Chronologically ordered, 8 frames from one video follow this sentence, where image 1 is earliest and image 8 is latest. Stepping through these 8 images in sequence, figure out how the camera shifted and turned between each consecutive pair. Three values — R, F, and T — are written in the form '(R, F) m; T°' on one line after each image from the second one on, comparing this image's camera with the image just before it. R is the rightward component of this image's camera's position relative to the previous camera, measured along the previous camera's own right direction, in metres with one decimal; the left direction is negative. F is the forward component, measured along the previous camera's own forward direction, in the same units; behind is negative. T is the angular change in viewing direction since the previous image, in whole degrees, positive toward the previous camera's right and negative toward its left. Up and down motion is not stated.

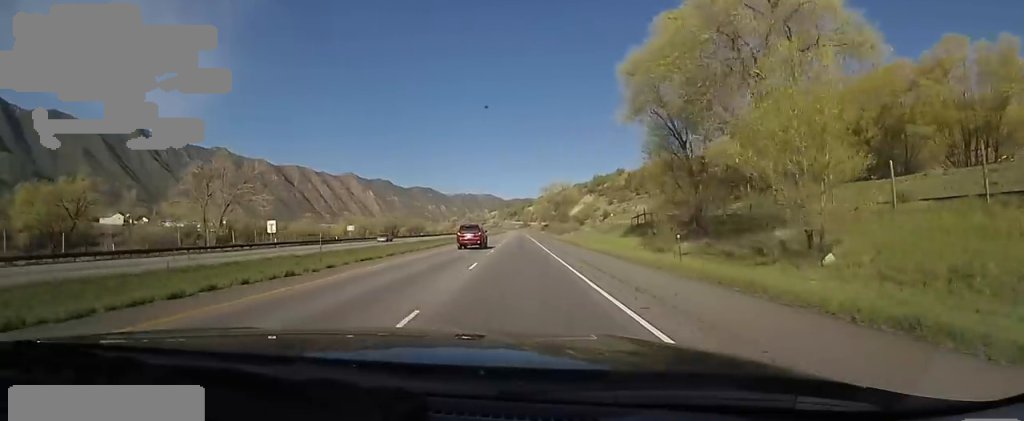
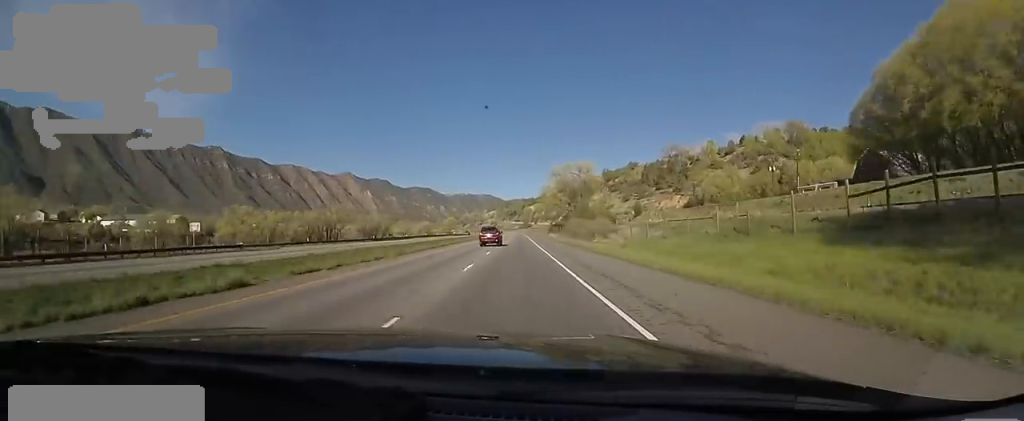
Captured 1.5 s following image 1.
(-0.5, +47.8) m; 0°
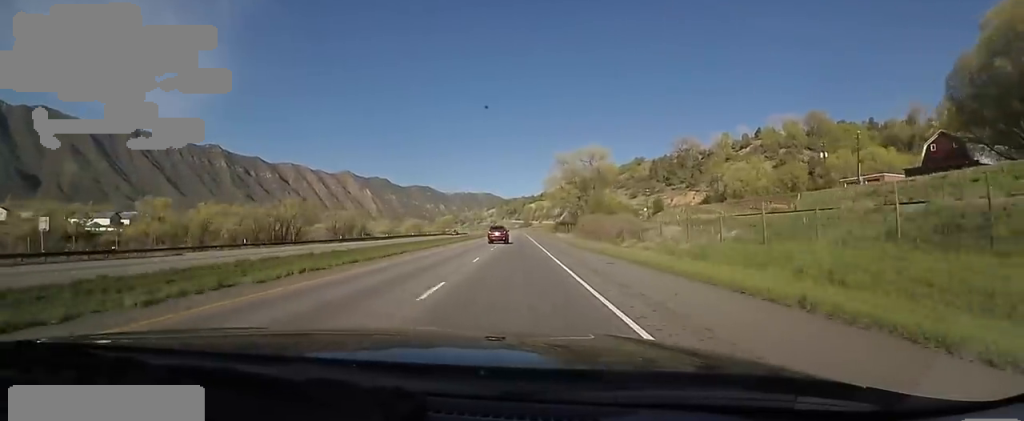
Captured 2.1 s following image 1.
(0.0, +18.6) m; -1°
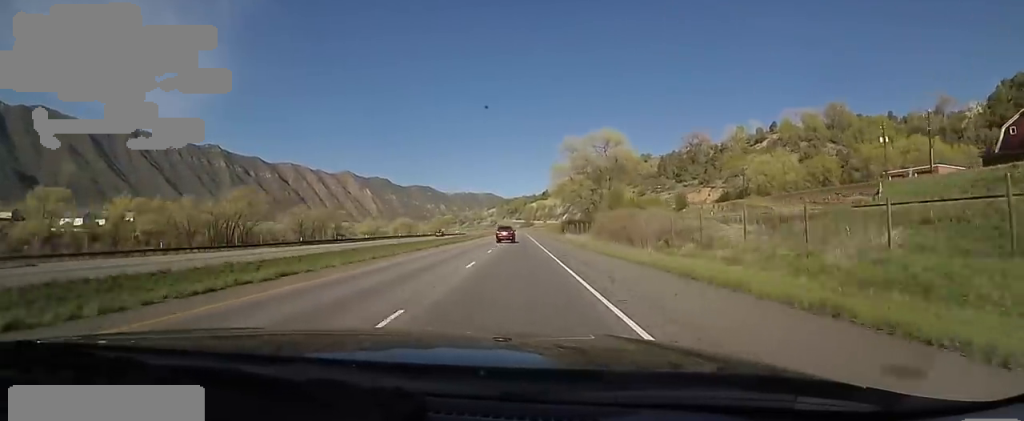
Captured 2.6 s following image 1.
(-0.3, +15.5) m; -1°
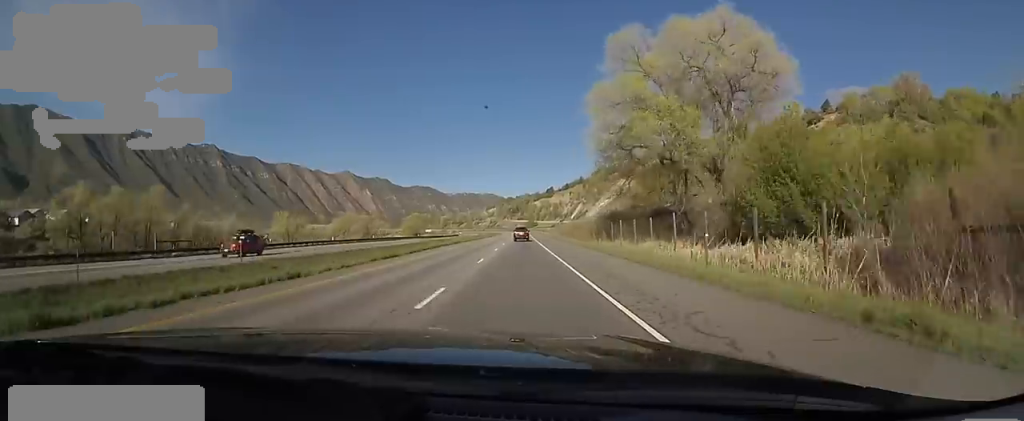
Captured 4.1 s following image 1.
(+0.1, +44.5) m; +2°
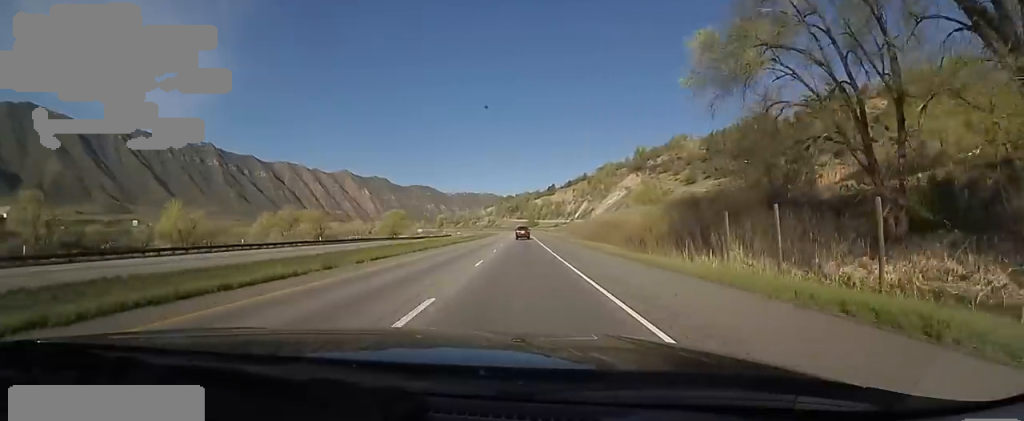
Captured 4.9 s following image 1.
(+1.2, +25.9) m; 0°
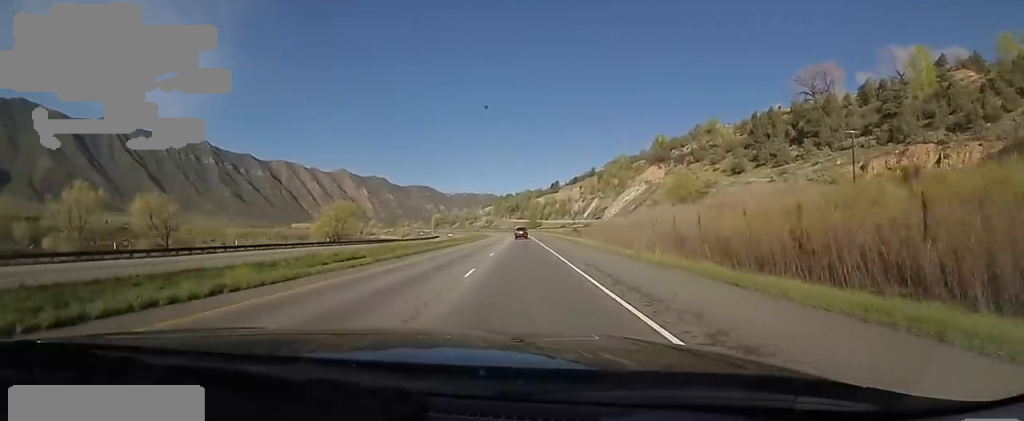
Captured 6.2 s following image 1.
(-1.0, +39.3) m; -1°
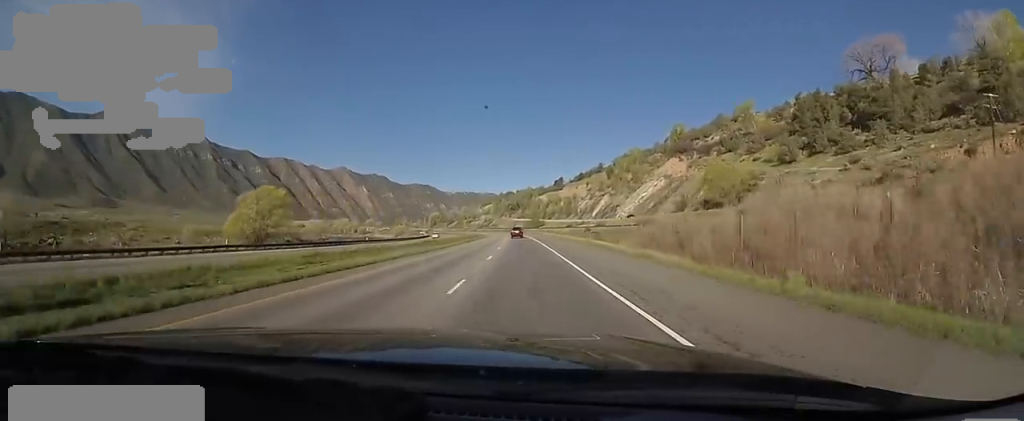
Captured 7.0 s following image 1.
(+0.5, +26.8) m; -1°
